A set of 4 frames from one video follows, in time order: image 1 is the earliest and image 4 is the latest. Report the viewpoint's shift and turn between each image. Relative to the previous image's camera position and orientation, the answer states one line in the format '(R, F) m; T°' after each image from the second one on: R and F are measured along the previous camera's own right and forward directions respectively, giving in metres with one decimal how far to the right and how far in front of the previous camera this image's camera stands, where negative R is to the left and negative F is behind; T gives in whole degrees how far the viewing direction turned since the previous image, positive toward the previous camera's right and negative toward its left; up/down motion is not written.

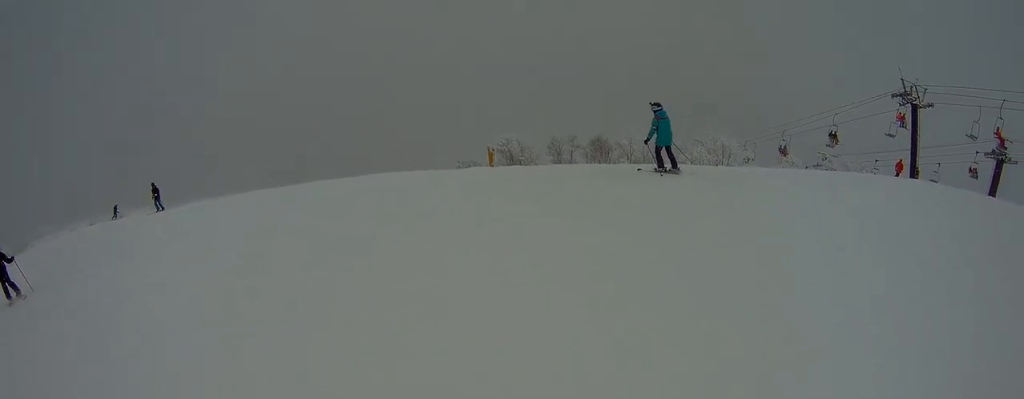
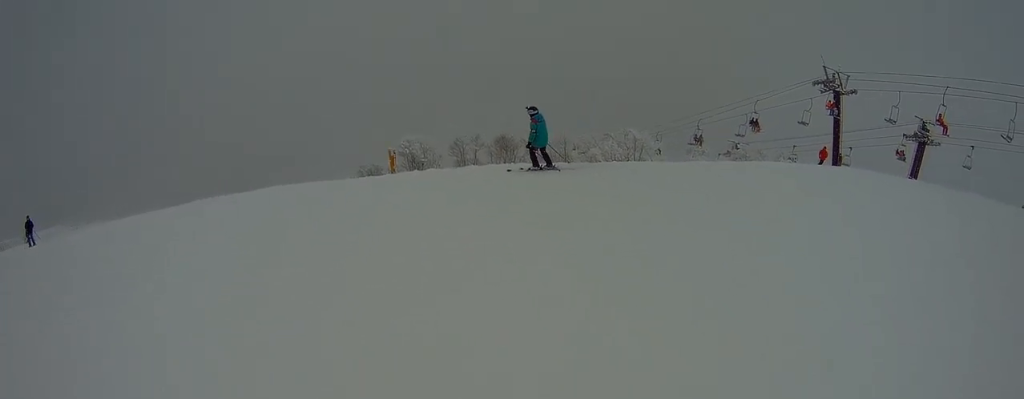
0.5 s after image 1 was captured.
(+0.4, +2.1) m; +8°
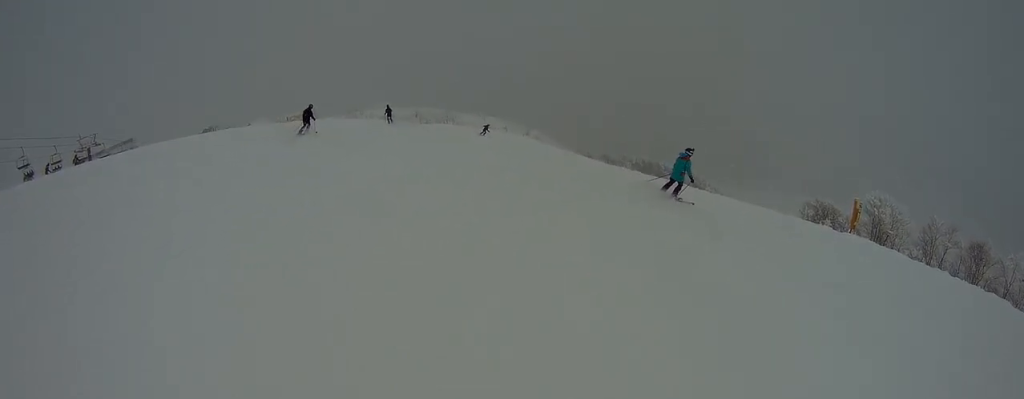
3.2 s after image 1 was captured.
(-4.3, +10.1) m; -23°
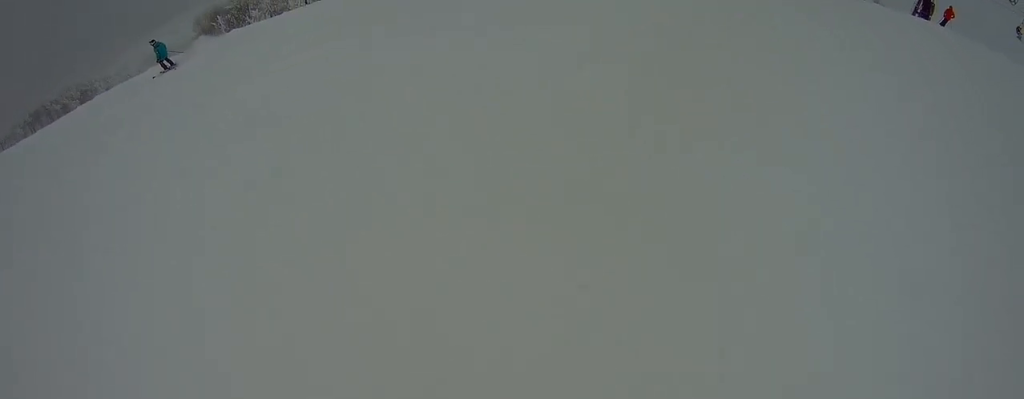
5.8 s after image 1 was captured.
(+2.5, +10.4) m; +26°
